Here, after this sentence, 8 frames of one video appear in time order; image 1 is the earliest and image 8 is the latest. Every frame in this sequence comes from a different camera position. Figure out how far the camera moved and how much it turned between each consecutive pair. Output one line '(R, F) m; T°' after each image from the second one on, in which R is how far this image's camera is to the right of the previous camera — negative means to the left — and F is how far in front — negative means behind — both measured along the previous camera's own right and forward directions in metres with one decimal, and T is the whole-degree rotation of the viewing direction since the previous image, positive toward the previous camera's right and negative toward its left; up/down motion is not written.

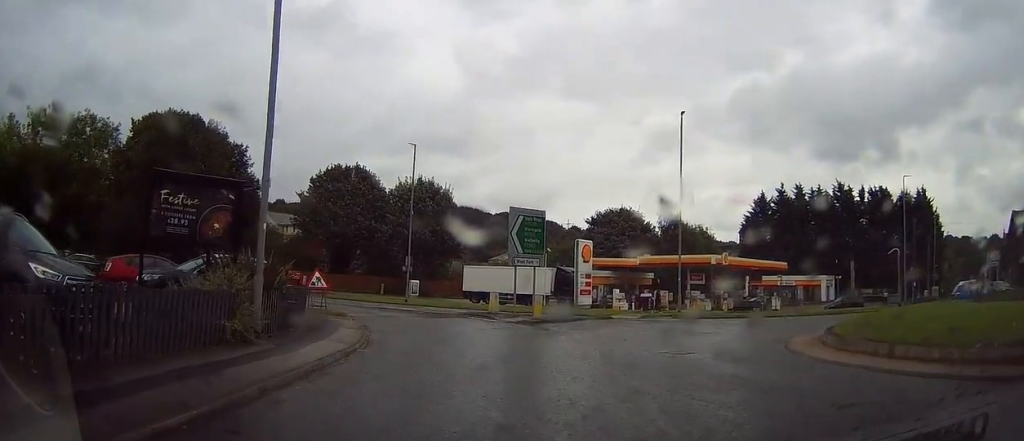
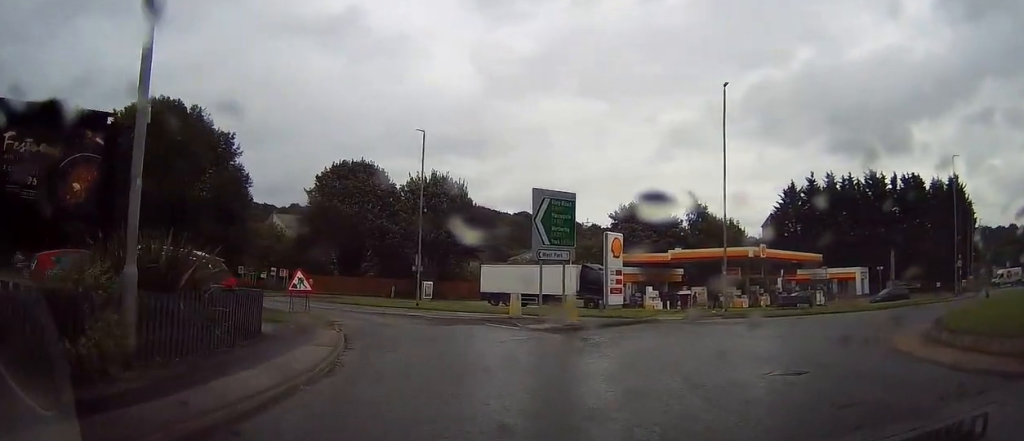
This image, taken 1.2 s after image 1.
(-0.3, +4.2) m; -7°
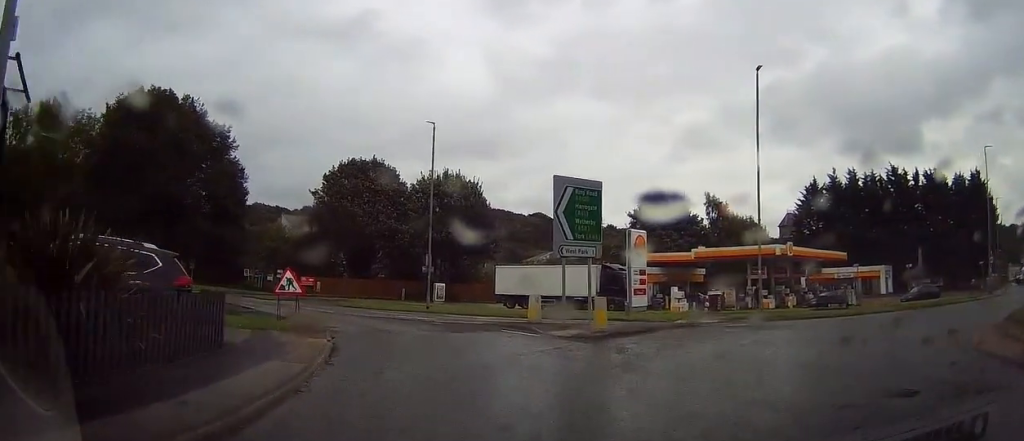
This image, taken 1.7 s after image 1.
(-0.1, +2.4) m; -3°
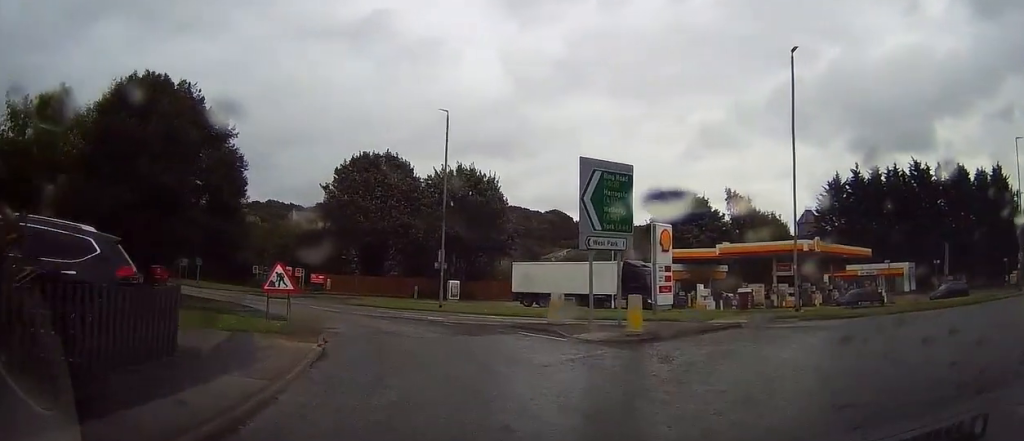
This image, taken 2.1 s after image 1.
(0.0, +2.3) m; -1°
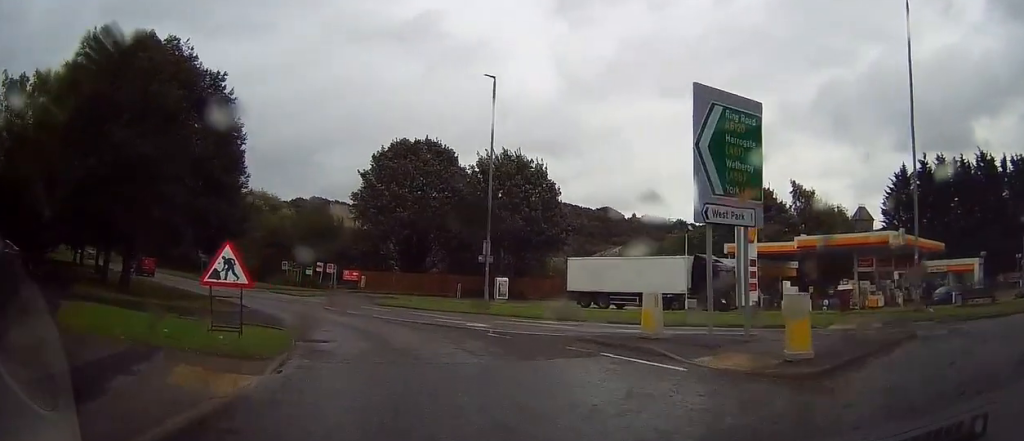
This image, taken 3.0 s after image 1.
(-0.1, +6.0) m; -5°
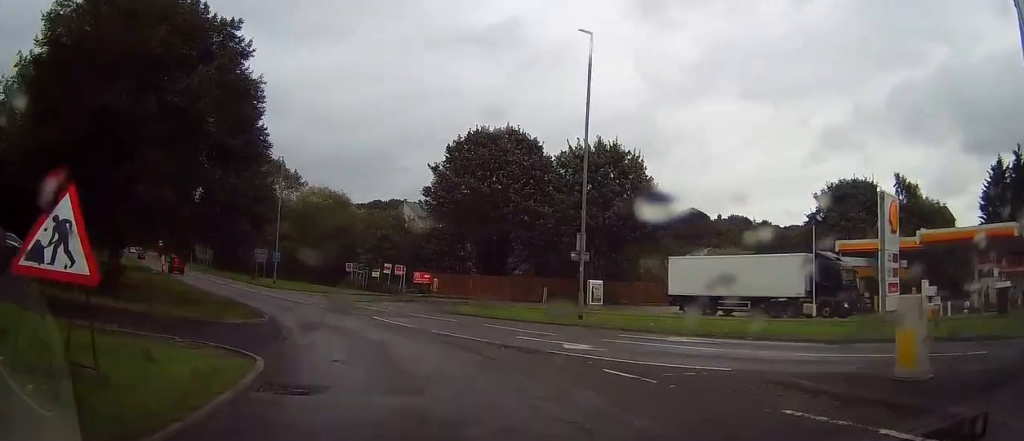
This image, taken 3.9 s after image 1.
(-0.4, +6.4) m; -7°
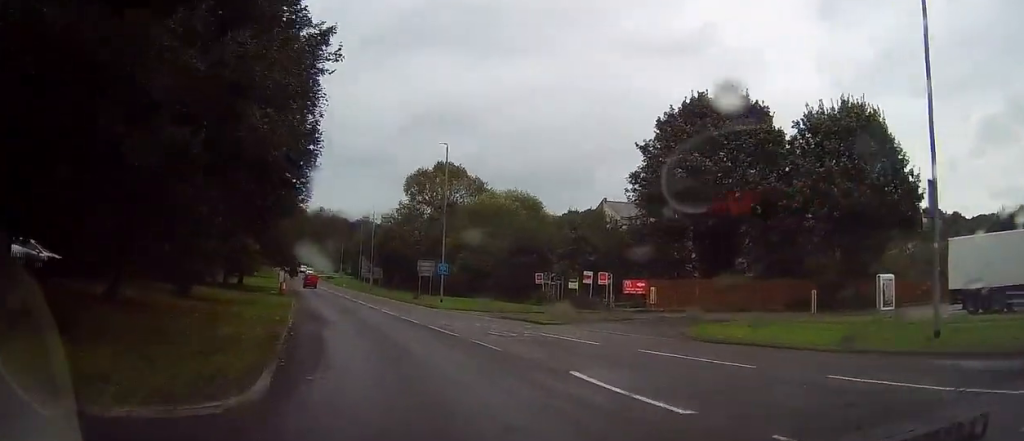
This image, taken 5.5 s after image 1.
(-0.9, +12.7) m; -9°
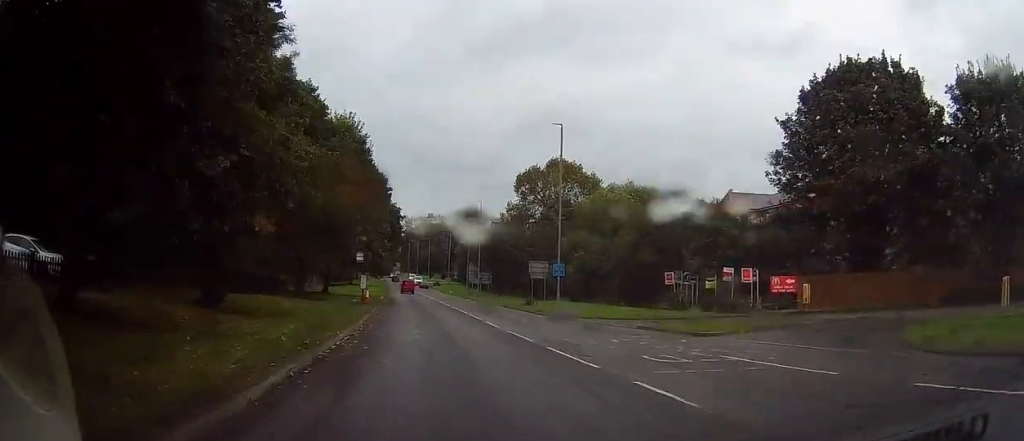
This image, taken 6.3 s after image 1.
(-0.5, +7.1) m; -12°
